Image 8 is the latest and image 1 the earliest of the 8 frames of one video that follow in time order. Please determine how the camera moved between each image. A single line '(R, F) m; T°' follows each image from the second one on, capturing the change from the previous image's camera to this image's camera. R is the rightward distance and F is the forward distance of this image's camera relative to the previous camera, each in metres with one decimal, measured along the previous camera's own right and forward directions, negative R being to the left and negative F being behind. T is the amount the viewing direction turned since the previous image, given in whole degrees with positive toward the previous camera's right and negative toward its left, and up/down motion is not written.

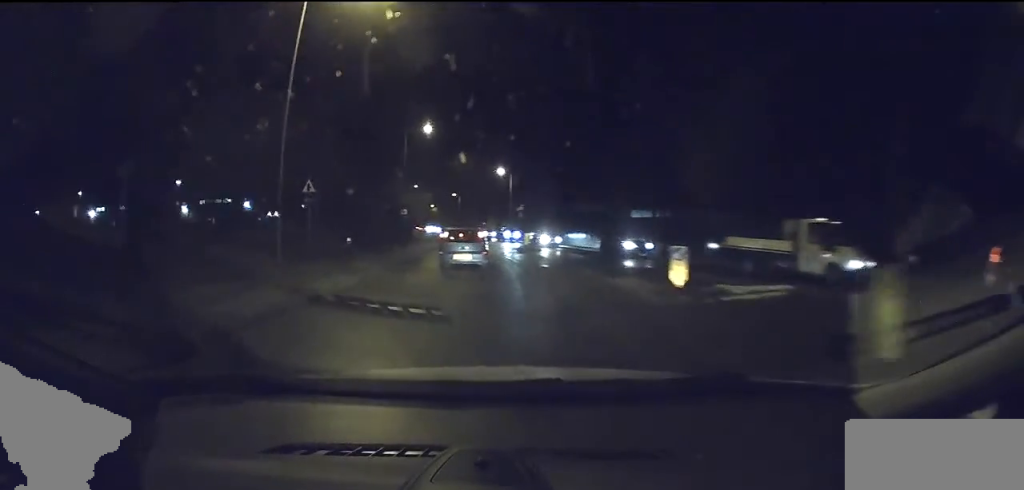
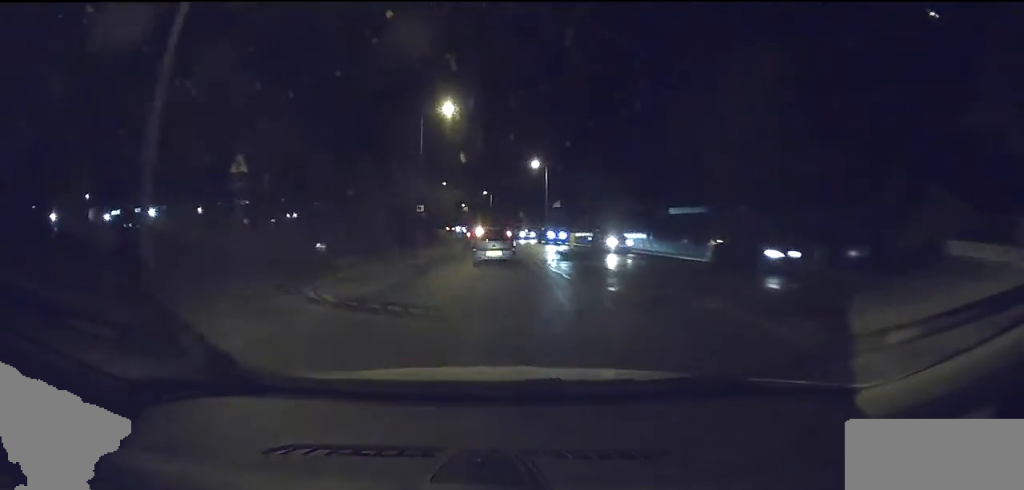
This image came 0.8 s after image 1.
(-0.4, +6.3) m; -4°
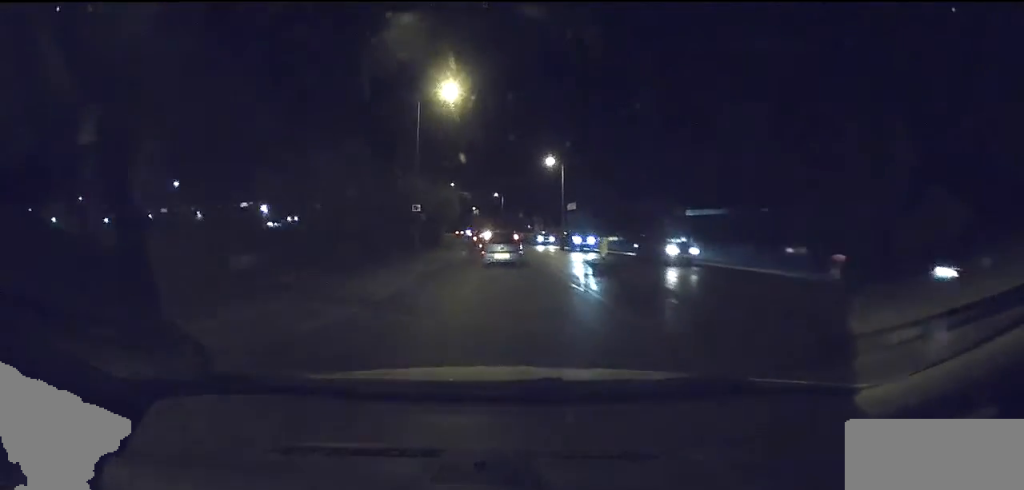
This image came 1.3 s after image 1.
(-0.1, +4.4) m; -2°
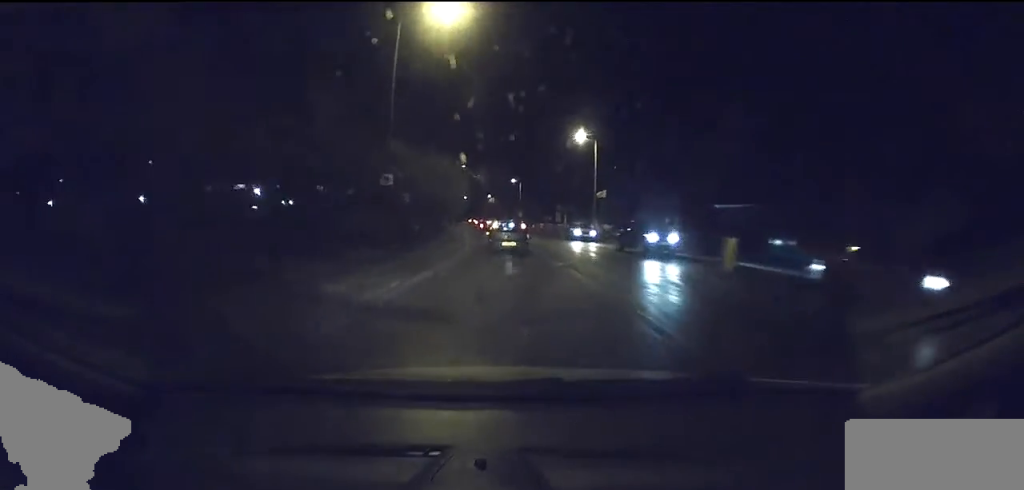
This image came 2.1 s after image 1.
(0.0, +8.7) m; 0°
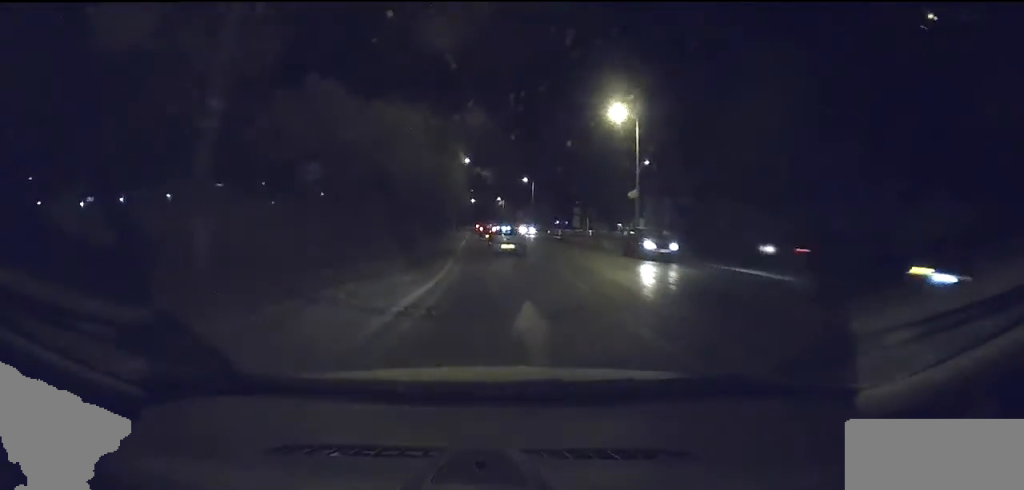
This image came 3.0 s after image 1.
(0.0, +11.4) m; -2°
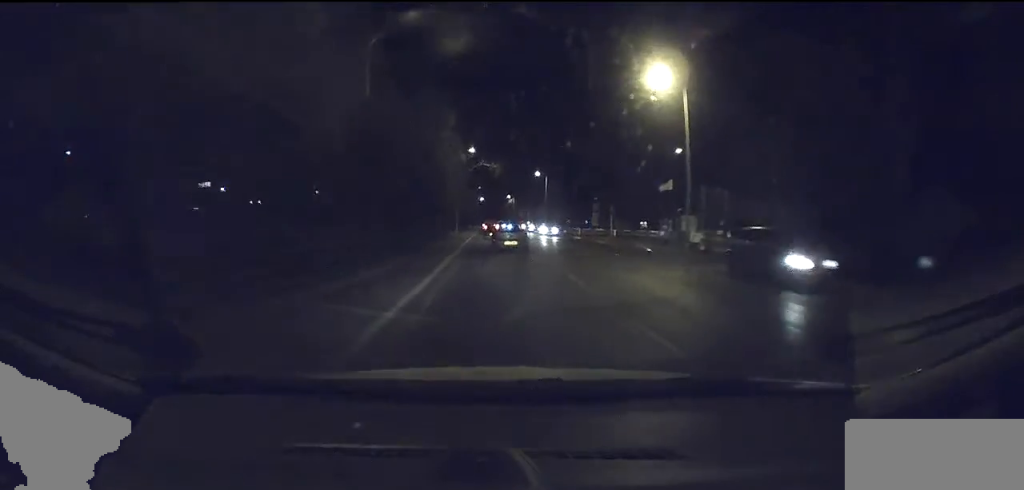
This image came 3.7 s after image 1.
(-0.2, +8.2) m; -2°
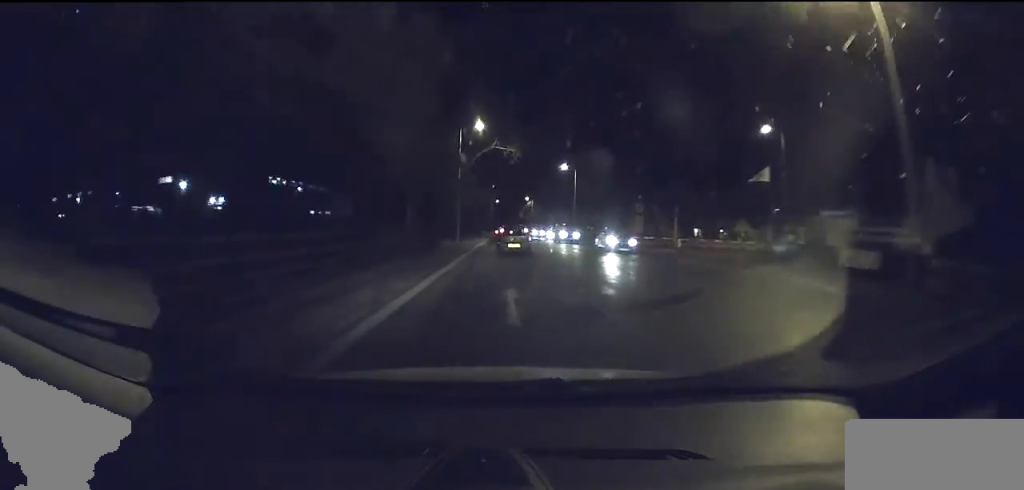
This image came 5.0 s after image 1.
(-0.3, +15.4) m; -1°
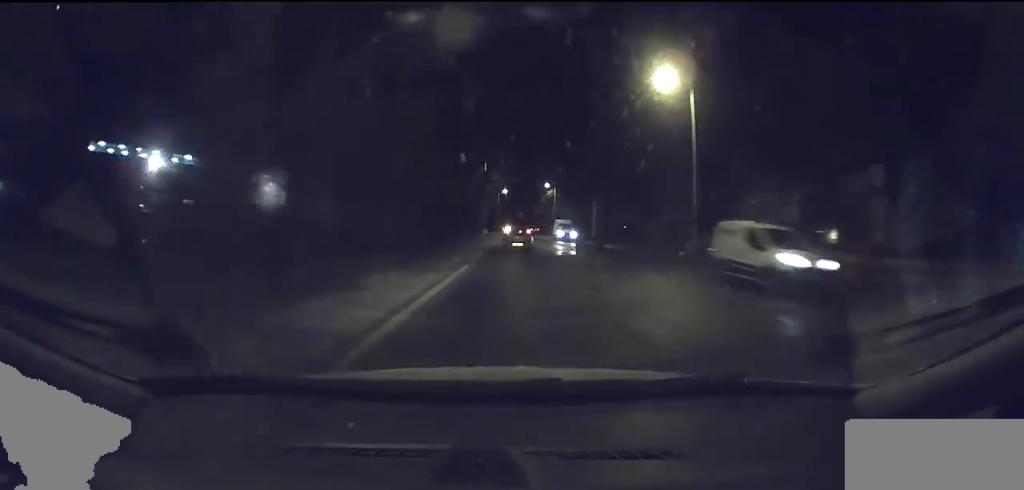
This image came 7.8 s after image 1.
(-0.3, +35.5) m; -2°
